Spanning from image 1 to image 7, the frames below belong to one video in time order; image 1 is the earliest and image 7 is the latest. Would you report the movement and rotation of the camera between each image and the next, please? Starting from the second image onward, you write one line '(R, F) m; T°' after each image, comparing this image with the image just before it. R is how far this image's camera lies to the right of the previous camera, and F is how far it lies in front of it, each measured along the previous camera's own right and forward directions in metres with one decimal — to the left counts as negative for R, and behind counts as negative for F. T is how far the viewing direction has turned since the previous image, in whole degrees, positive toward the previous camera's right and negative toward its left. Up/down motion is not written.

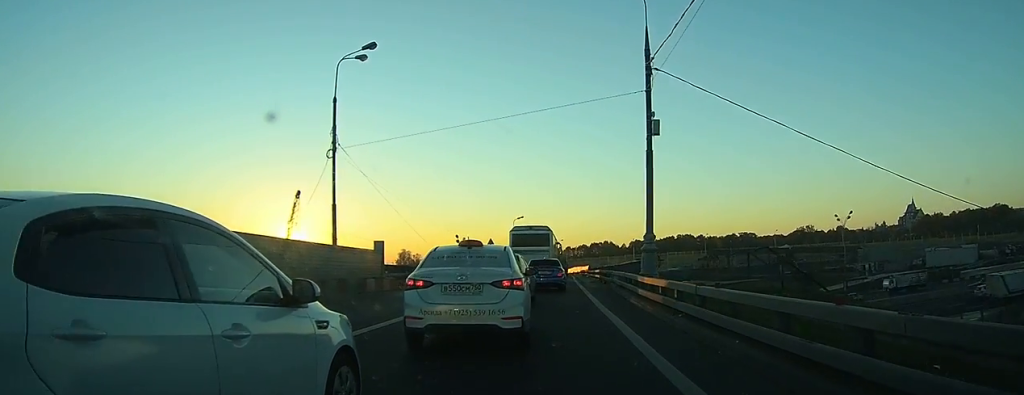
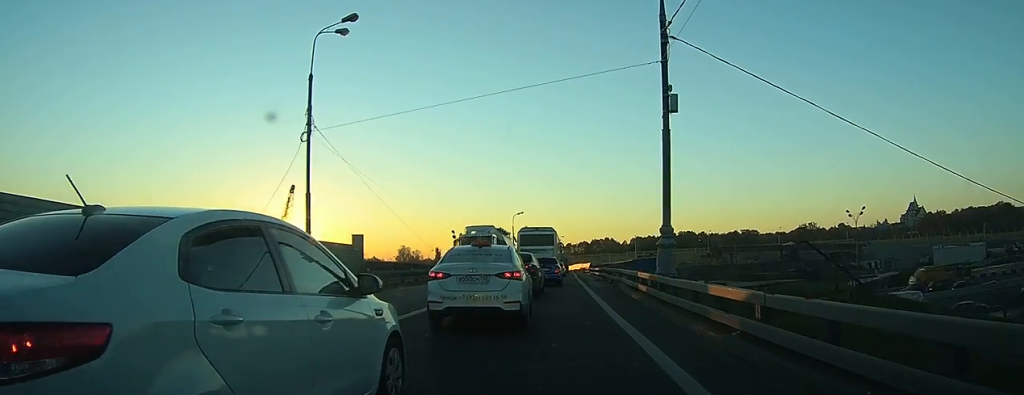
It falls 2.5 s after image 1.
(+0.2, +3.4) m; 0°
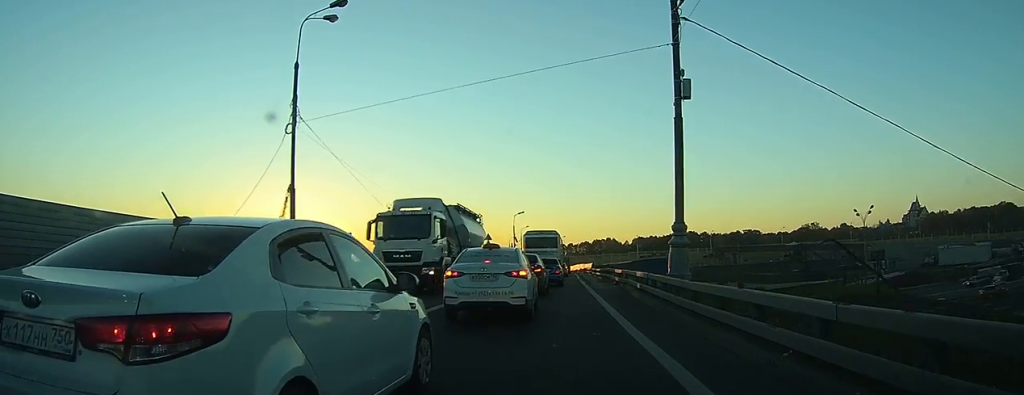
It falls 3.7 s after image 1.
(-0.1, +1.7) m; -4°
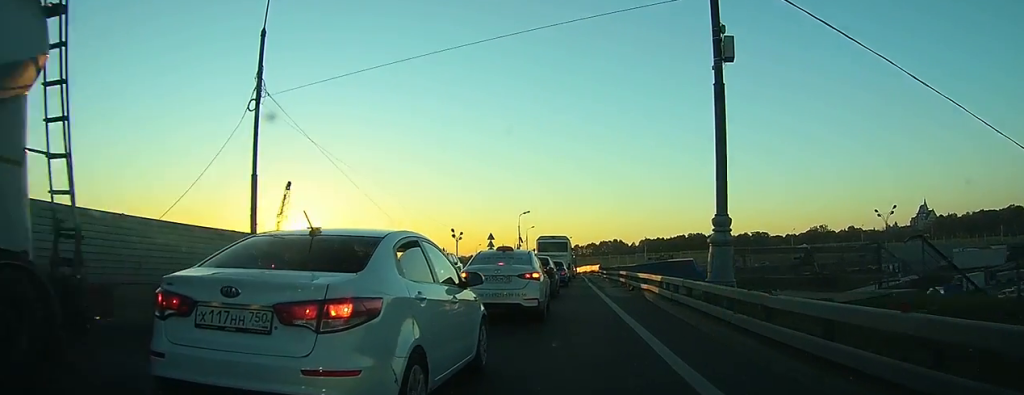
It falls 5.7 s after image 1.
(-0.2, +2.9) m; -5°
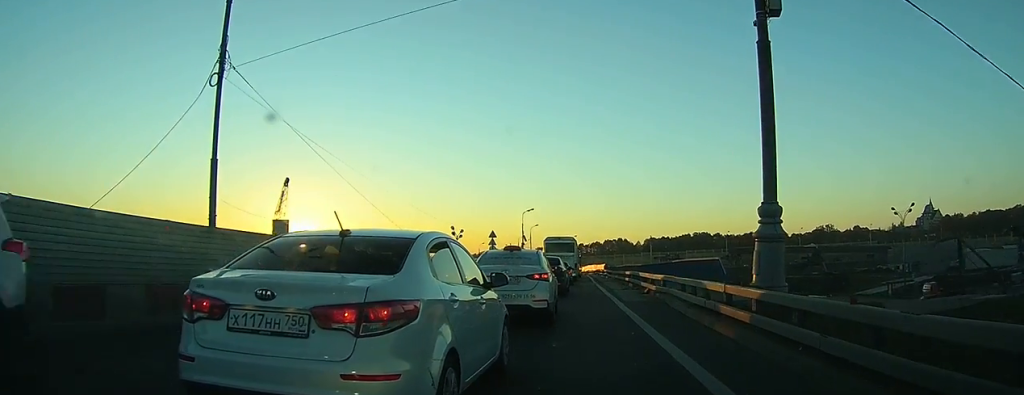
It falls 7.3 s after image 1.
(0.0, +2.4) m; 0°
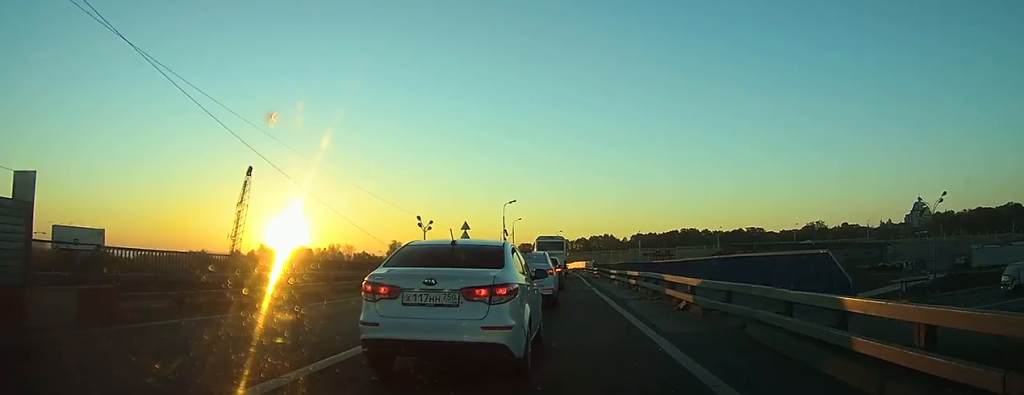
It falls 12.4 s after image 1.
(+0.6, +10.5) m; +5°
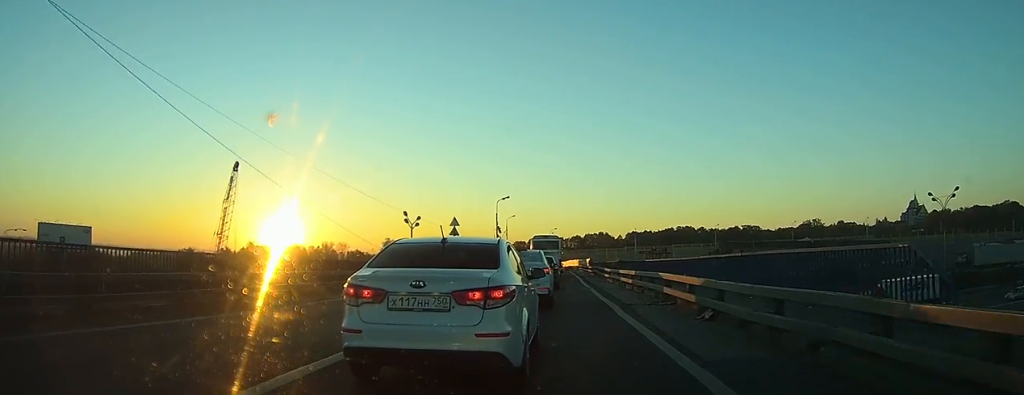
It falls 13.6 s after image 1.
(0.0, +3.7) m; 0°
